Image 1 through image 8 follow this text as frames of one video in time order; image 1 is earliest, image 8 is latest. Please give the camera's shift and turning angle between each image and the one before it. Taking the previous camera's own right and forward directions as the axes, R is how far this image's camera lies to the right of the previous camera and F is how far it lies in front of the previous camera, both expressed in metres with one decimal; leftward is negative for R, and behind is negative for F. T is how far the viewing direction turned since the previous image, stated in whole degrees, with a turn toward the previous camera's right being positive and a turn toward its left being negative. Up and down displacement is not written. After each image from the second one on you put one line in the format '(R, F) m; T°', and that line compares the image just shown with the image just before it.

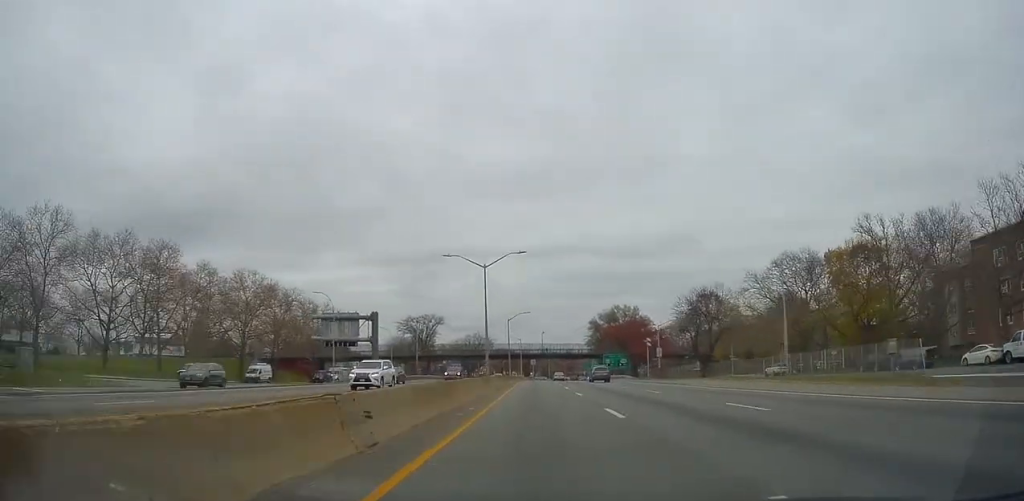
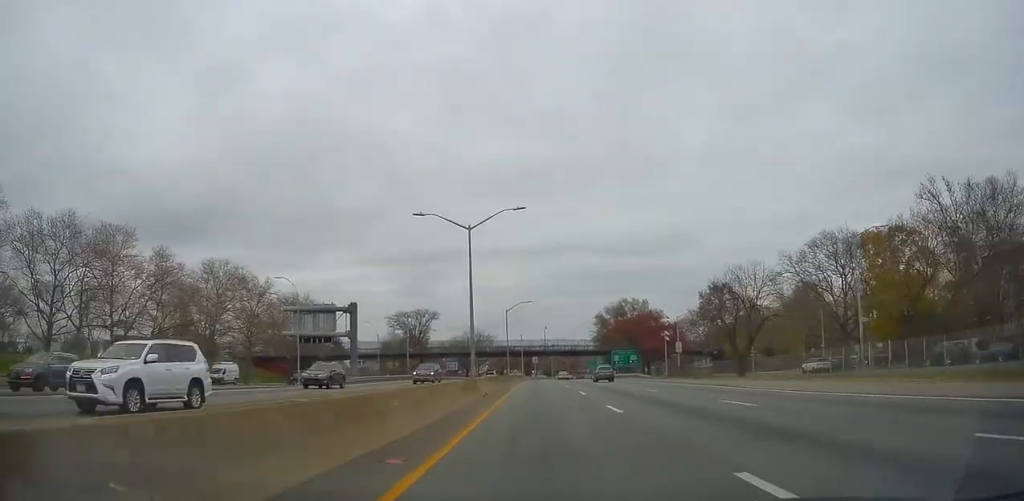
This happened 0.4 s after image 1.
(+0.1, +10.8) m; 0°
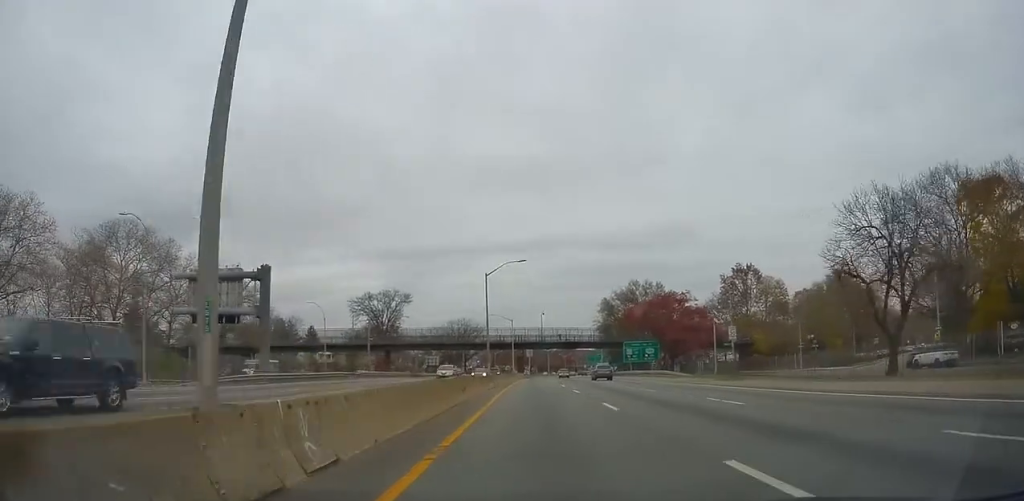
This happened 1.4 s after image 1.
(-0.4, +23.7) m; 0°
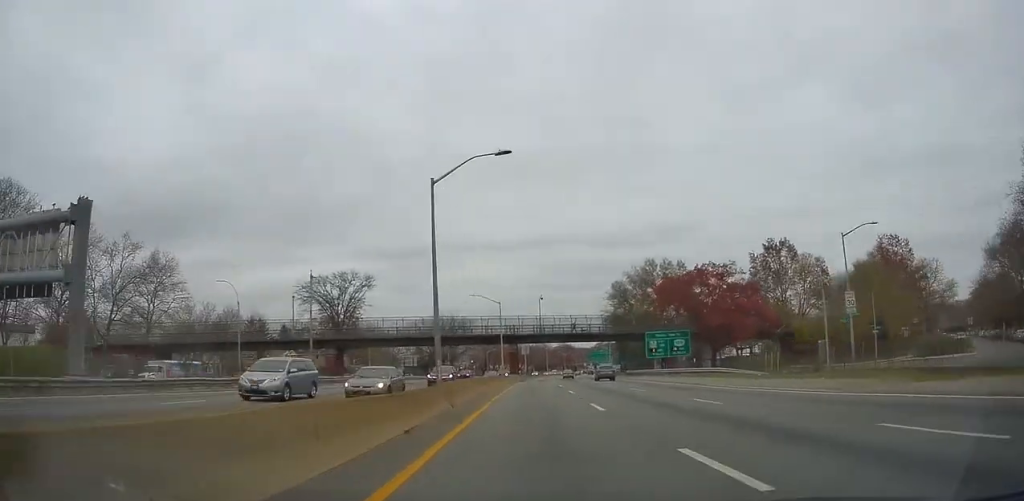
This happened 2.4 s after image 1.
(+0.4, +22.7) m; 0°
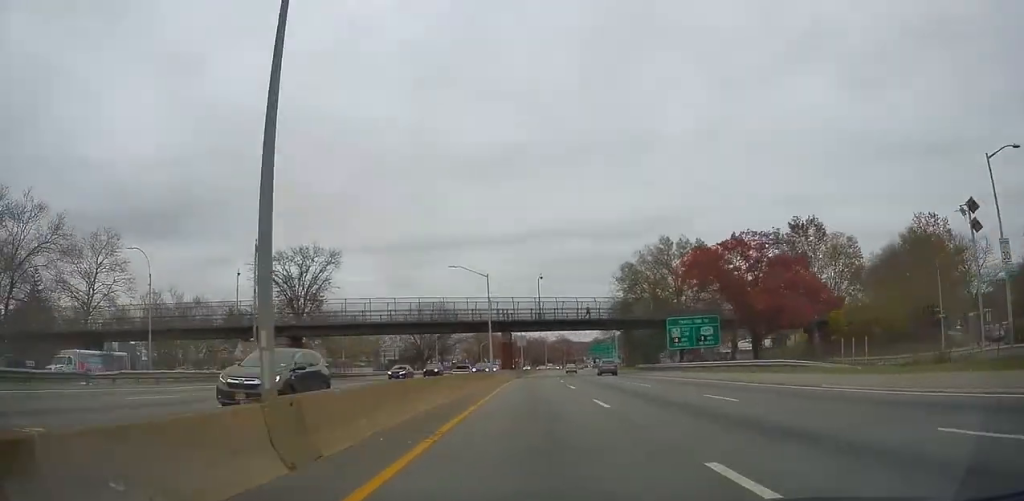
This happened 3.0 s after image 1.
(-0.4, +13.9) m; 0°
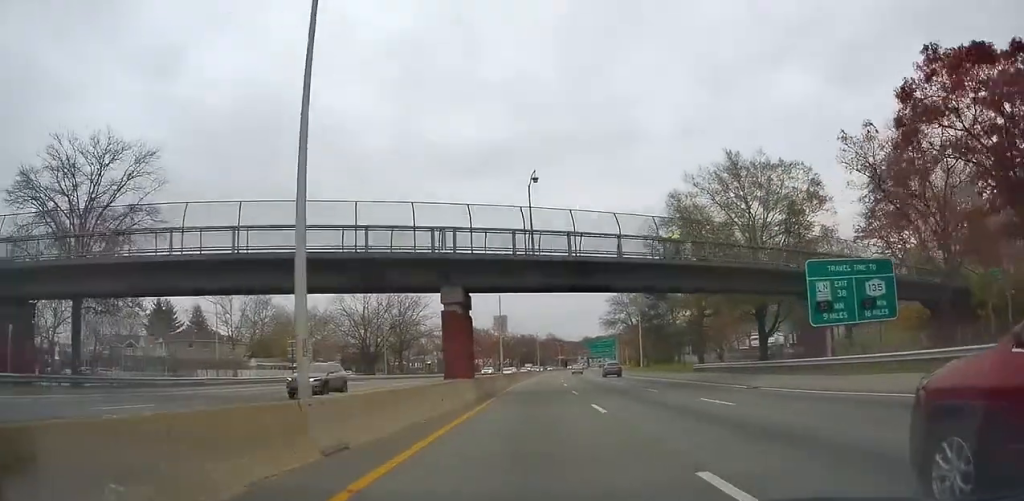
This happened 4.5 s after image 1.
(+0.7, +36.4) m; +3°
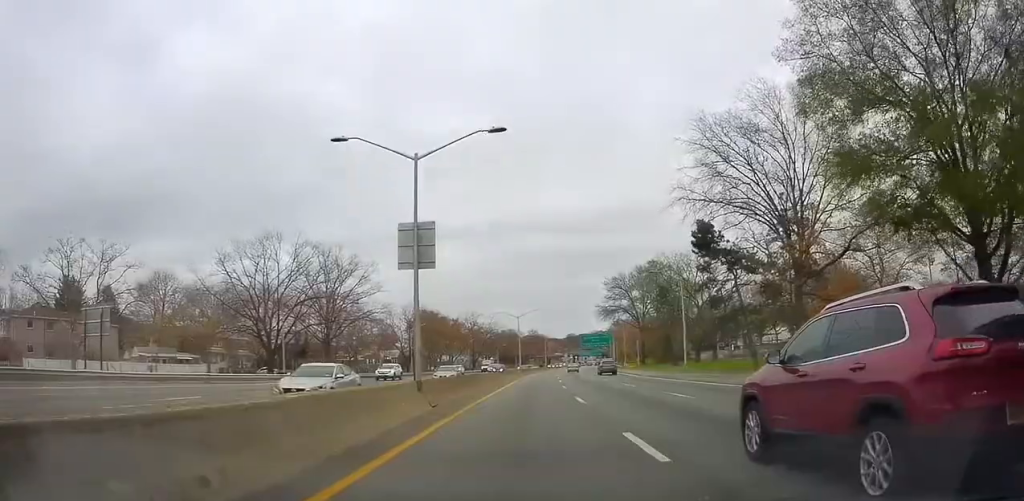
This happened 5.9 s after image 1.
(+0.2, +32.5) m; -1°
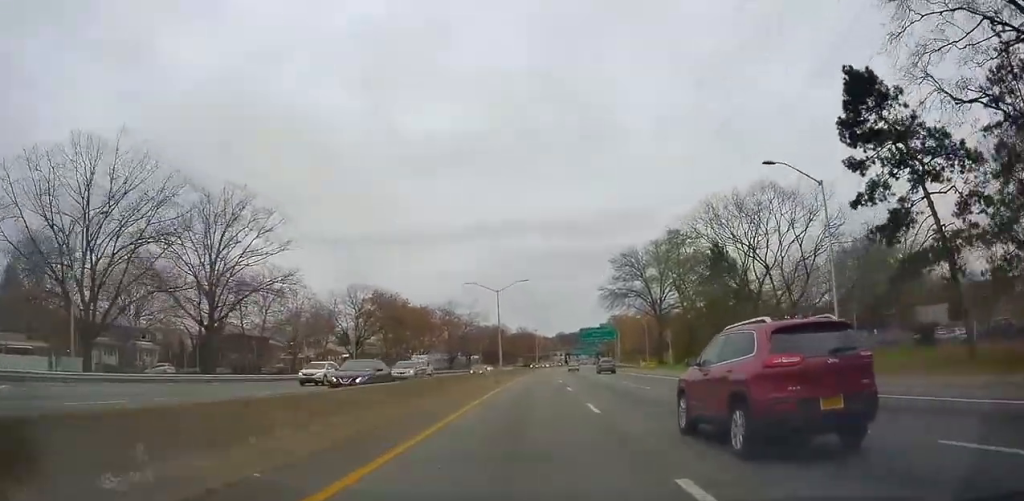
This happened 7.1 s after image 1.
(-0.2, +28.9) m; +1°
